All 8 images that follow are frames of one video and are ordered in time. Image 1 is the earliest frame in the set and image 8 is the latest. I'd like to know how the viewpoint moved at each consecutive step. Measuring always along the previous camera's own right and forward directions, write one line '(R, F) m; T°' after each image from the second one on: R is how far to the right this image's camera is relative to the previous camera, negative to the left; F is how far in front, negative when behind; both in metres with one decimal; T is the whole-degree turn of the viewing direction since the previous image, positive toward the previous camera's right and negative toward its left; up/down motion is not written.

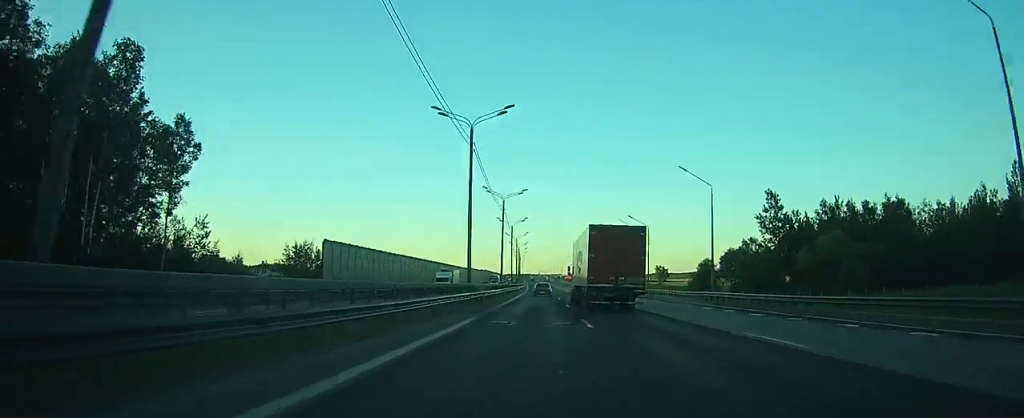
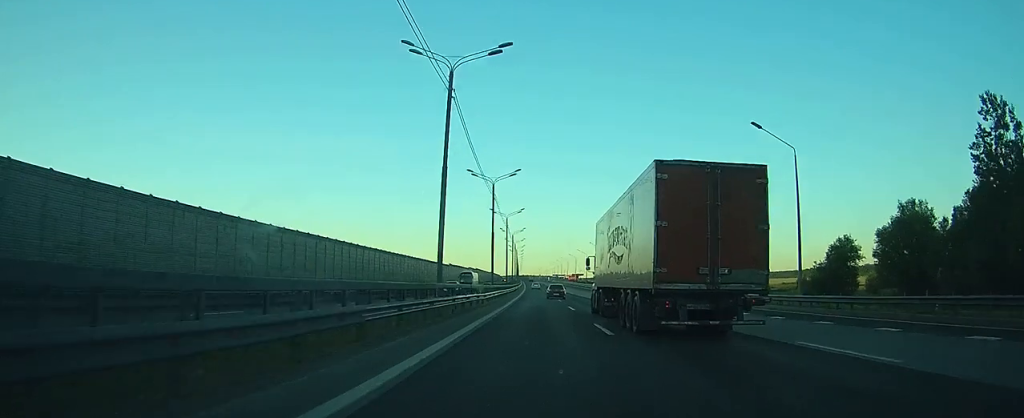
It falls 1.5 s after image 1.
(-0.1, +51.1) m; 0°
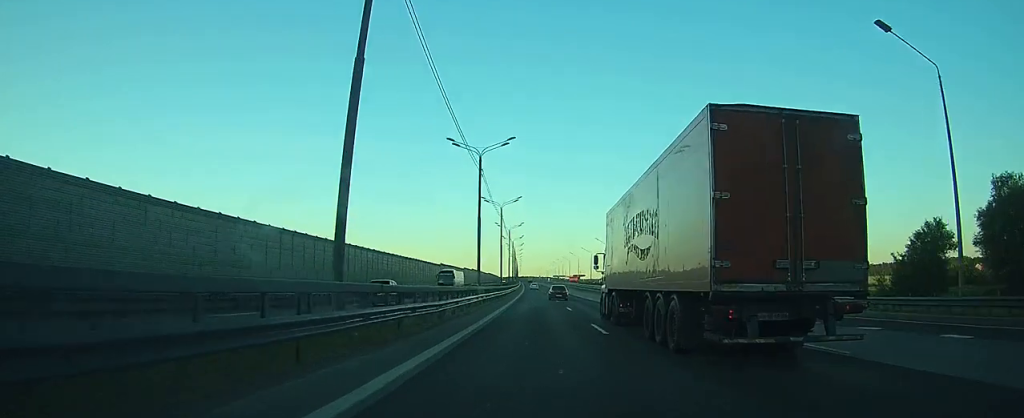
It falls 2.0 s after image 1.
(0.0, +15.5) m; 0°
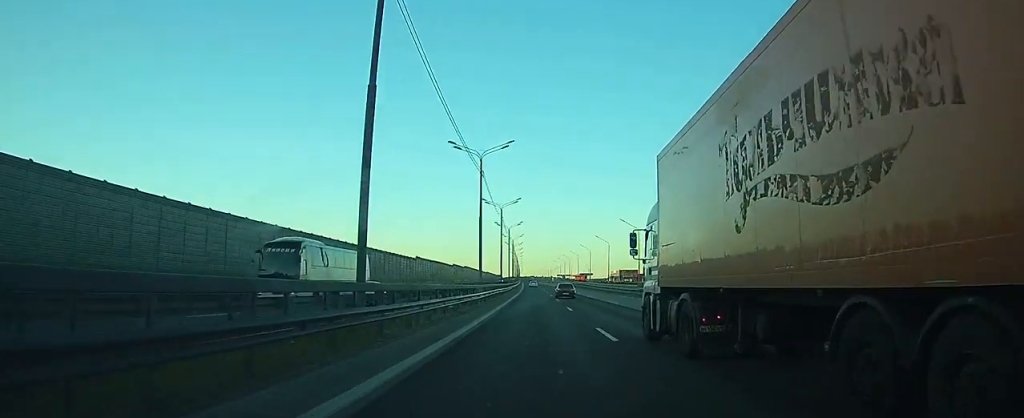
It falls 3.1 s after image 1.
(-0.1, +35.1) m; 0°
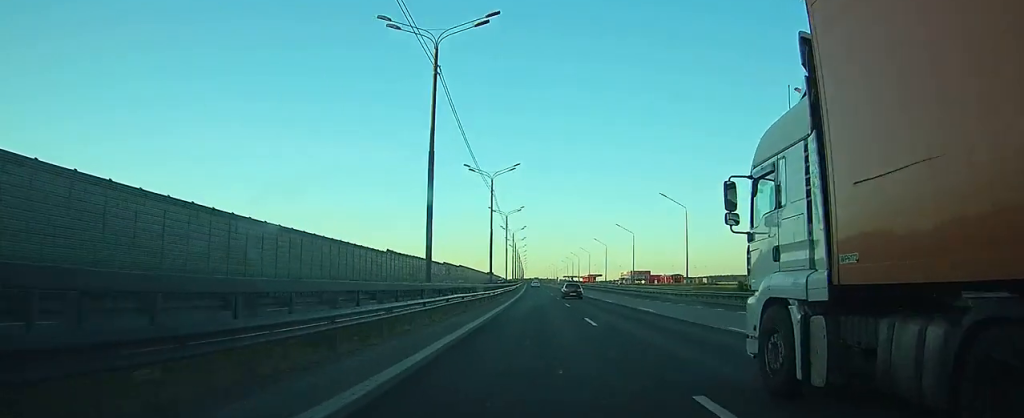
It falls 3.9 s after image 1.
(0.0, +27.2) m; 0°
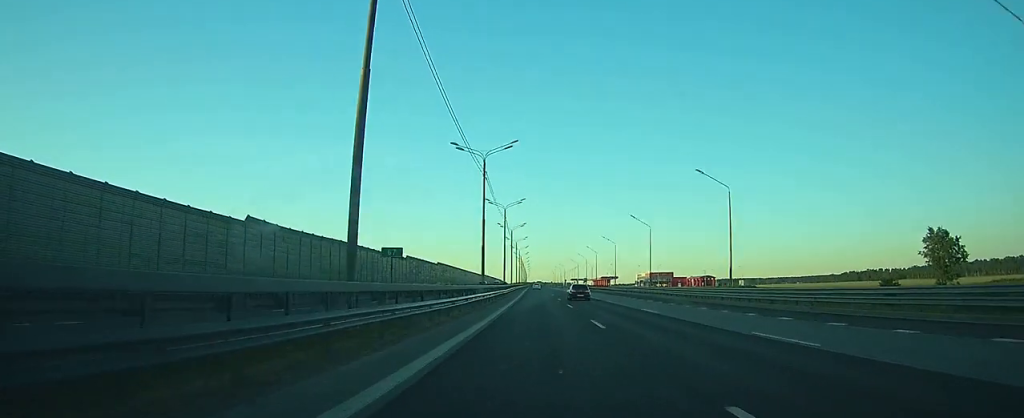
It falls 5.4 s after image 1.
(+0.2, +48.5) m; 0°
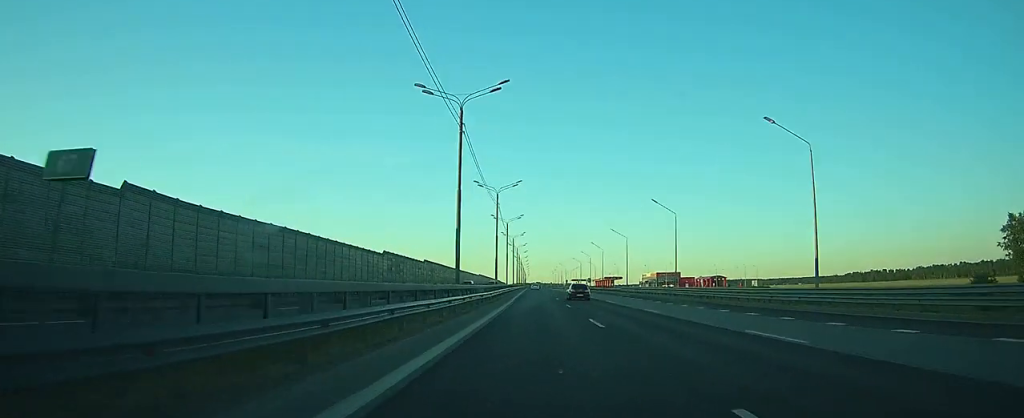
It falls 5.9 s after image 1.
(0.0, +16.0) m; 0°
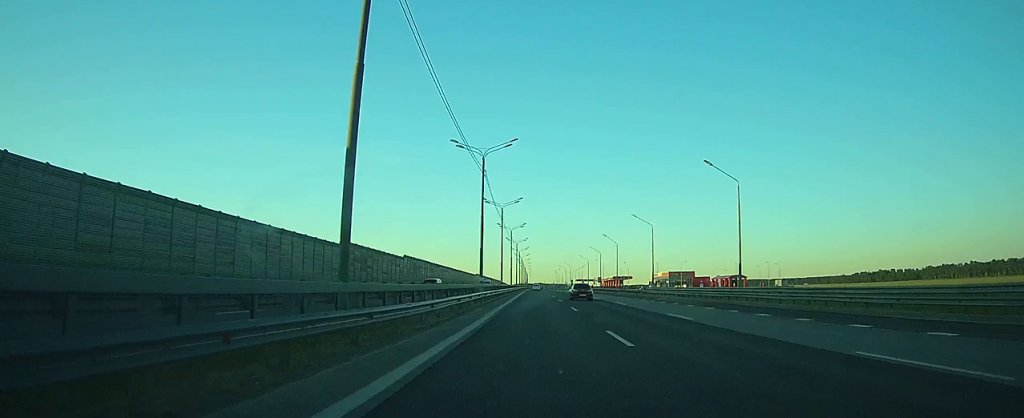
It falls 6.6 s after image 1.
(+0.1, +21.3) m; -1°
